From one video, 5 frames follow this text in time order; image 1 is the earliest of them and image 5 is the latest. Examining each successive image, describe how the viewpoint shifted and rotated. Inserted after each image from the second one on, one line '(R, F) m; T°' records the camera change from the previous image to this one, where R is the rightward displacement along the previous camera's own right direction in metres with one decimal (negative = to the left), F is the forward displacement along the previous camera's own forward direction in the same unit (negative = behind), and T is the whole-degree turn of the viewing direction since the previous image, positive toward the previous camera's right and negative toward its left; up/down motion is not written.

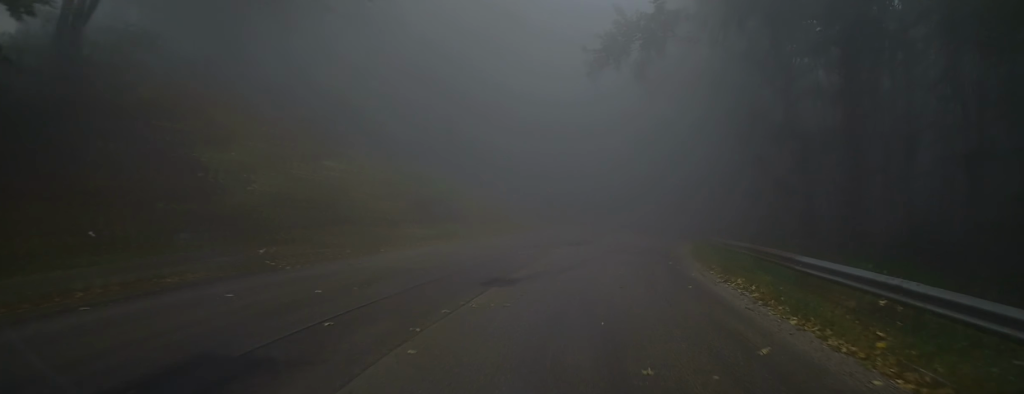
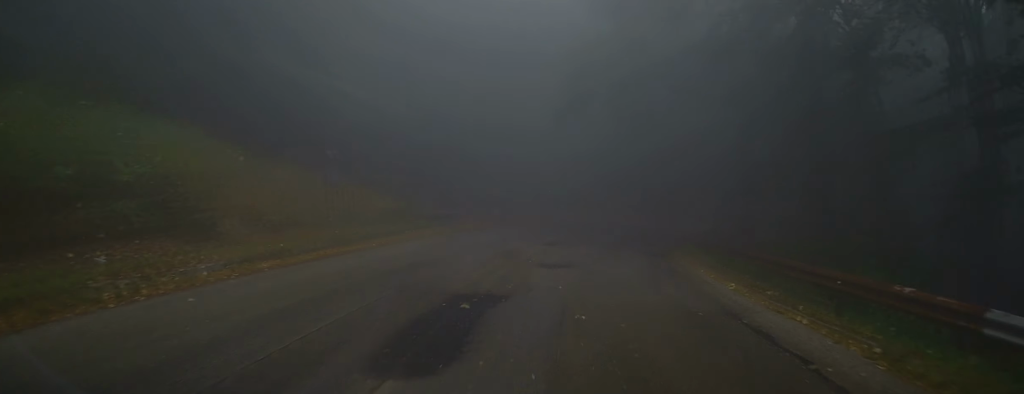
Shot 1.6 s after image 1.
(+1.8, +16.1) m; +12°
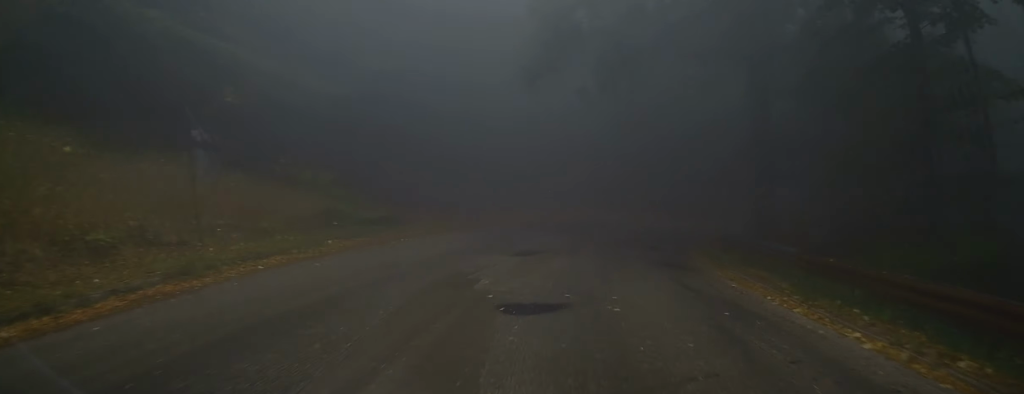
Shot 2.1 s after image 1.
(+0.2, +5.6) m; +3°
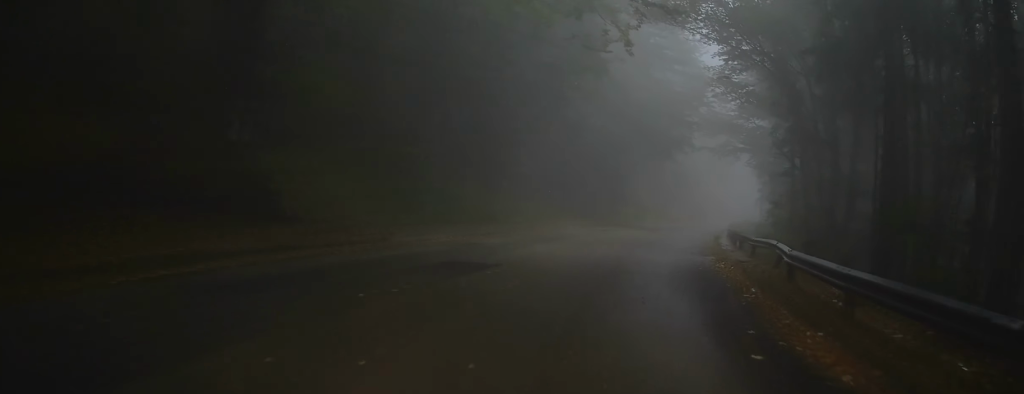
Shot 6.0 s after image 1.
(+9.2, +35.4) m; +38°
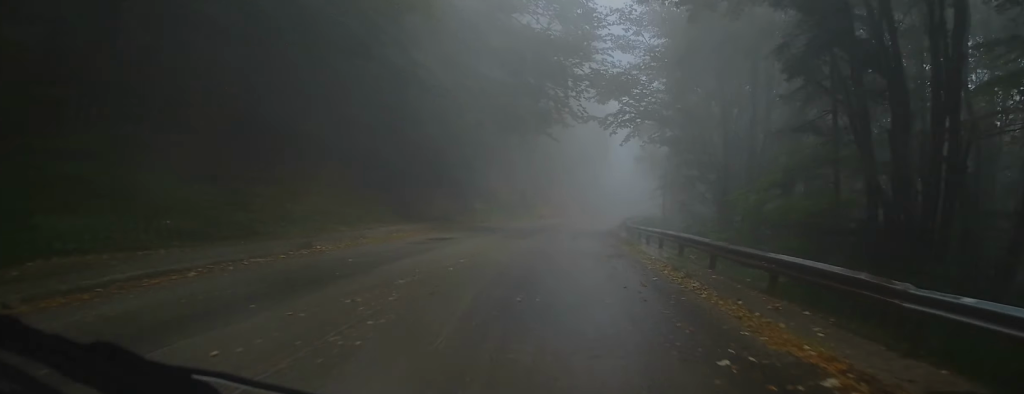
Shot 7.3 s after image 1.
(+2.2, +11.4) m; +17°
